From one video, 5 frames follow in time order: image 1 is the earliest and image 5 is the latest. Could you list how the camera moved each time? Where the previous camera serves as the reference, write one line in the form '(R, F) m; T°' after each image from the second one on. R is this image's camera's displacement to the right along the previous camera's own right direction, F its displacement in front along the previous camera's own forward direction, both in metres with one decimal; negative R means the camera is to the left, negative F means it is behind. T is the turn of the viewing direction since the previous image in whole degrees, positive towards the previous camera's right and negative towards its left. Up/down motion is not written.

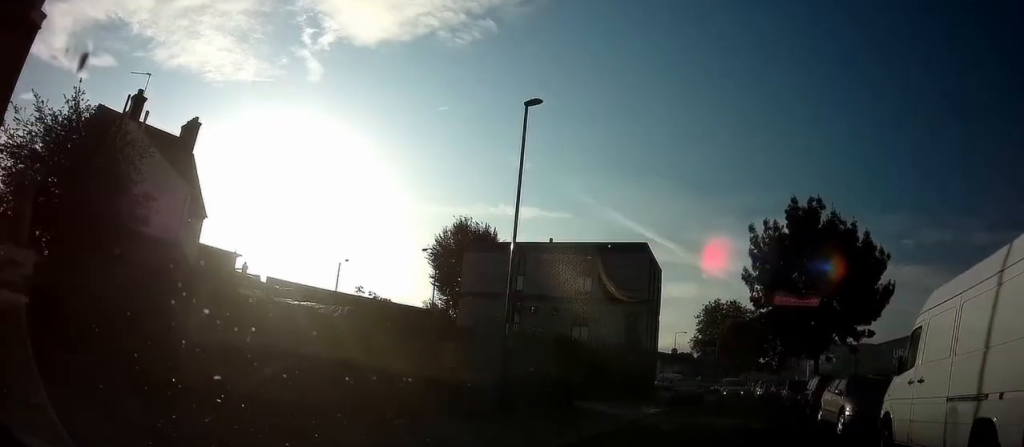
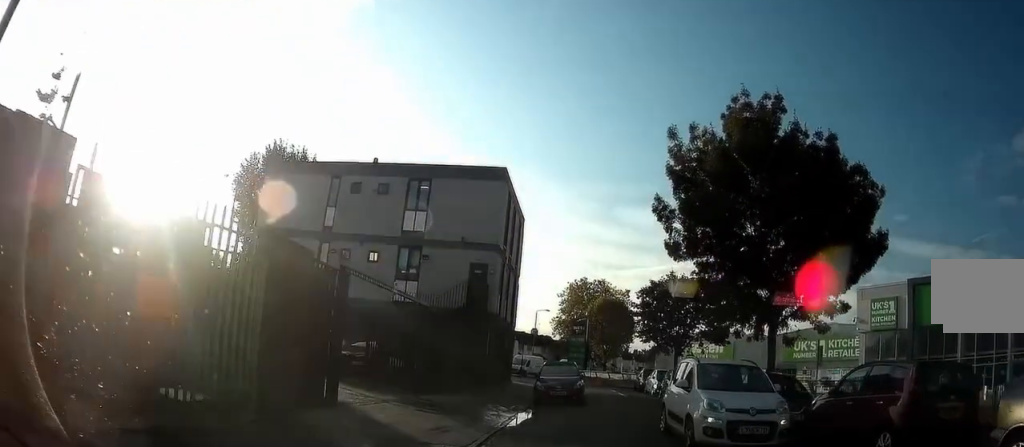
(+2.1, +11.2) m; +17°
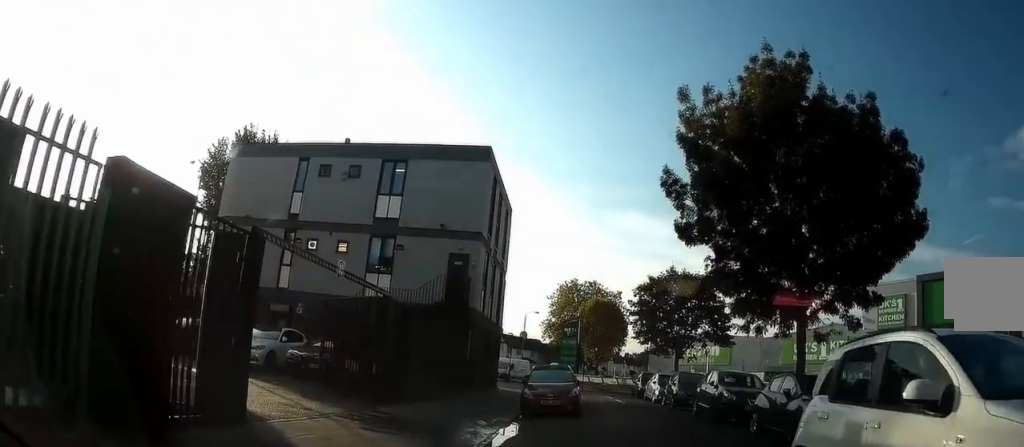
(+0.1, +3.2) m; +6°
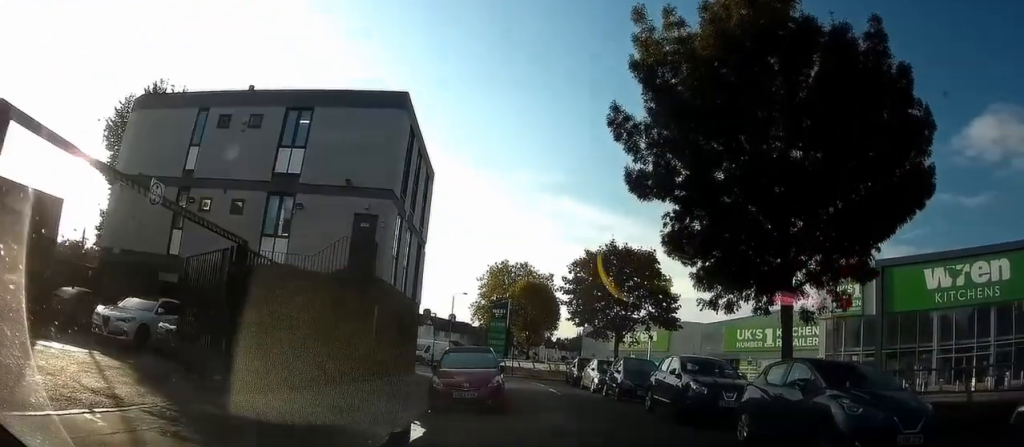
(+0.3, +3.7) m; +7°
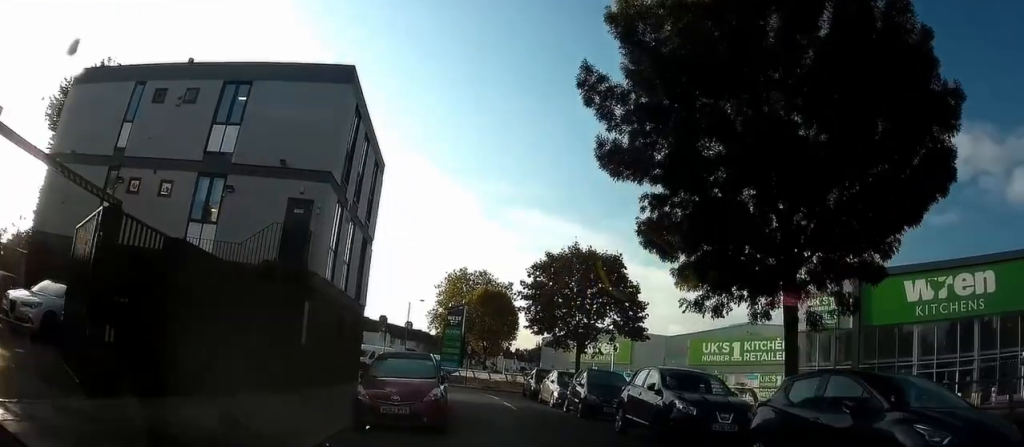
(0.0, +2.5) m; +1°
